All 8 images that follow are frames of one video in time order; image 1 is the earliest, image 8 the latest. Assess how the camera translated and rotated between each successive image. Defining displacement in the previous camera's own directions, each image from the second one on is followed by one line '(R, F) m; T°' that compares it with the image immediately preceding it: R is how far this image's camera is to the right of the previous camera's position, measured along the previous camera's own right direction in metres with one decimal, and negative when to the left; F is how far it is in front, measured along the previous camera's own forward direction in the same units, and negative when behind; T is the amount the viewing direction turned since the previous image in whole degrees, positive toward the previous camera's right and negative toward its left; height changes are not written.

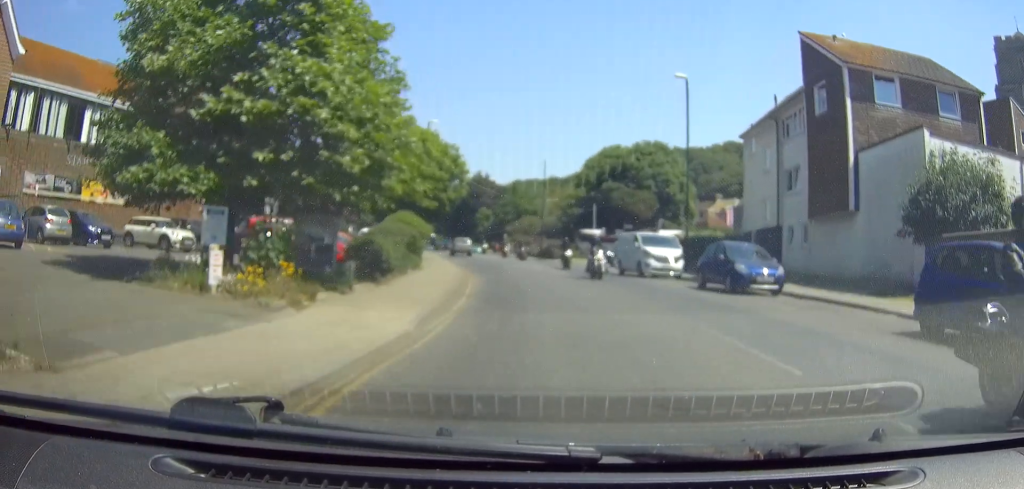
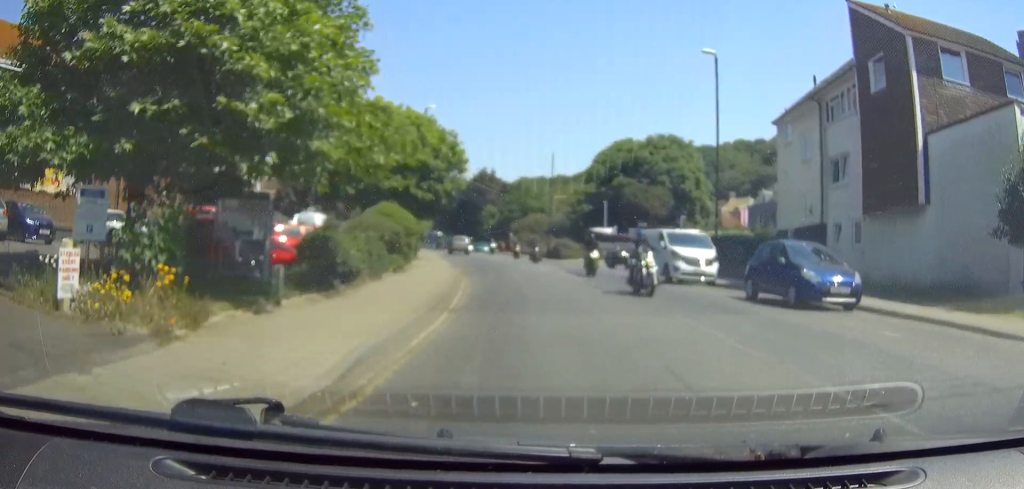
(-0.1, +4.9) m; -1°
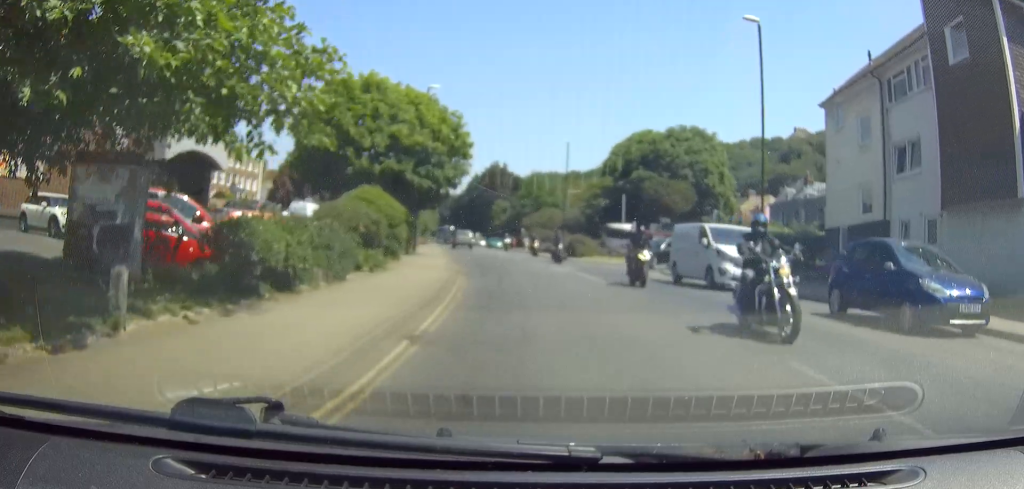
(0.0, +4.9) m; -1°
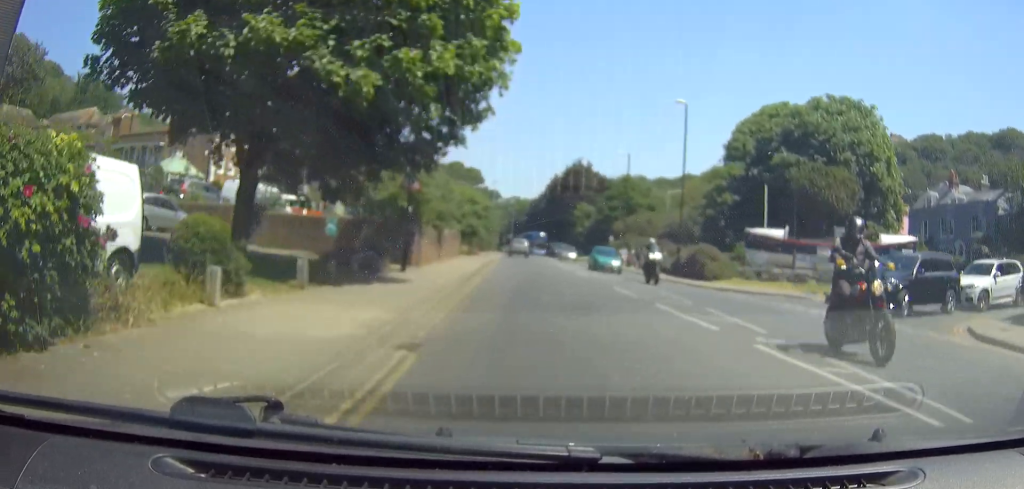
(-1.1, +22.5) m; -5°
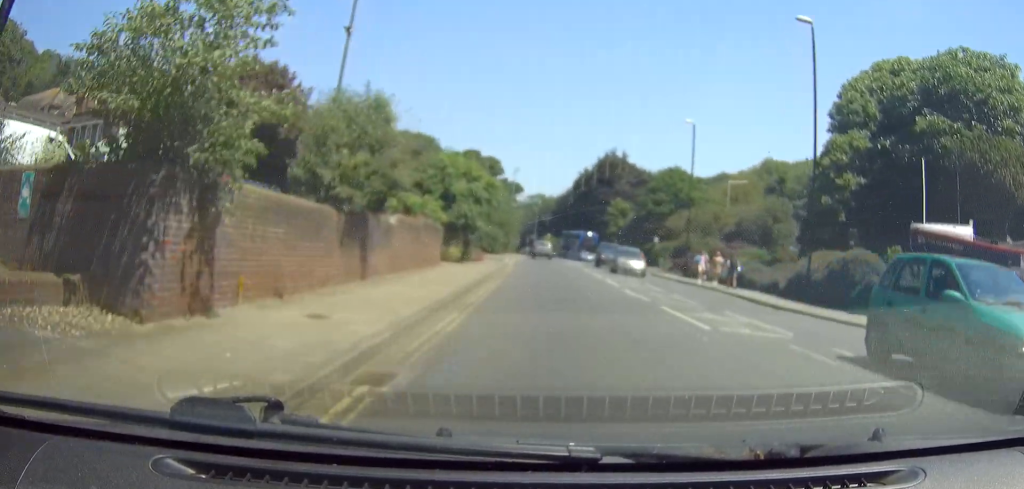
(-0.5, +17.4) m; -3°
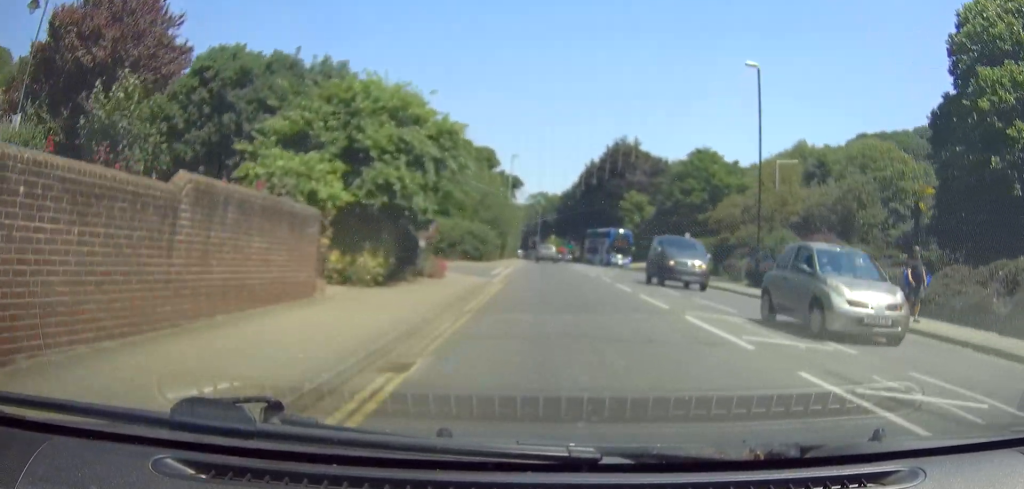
(0.0, +14.5) m; 0°
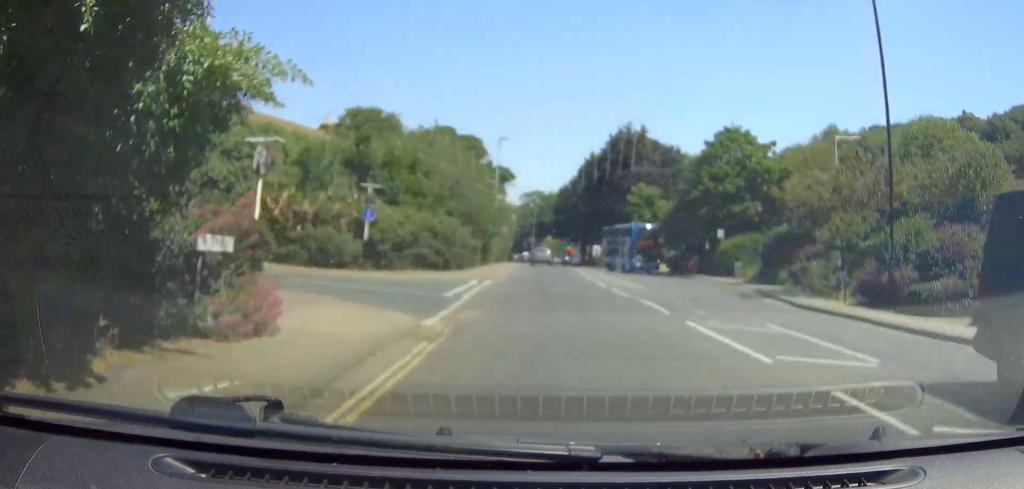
(+0.1, +13.0) m; +1°
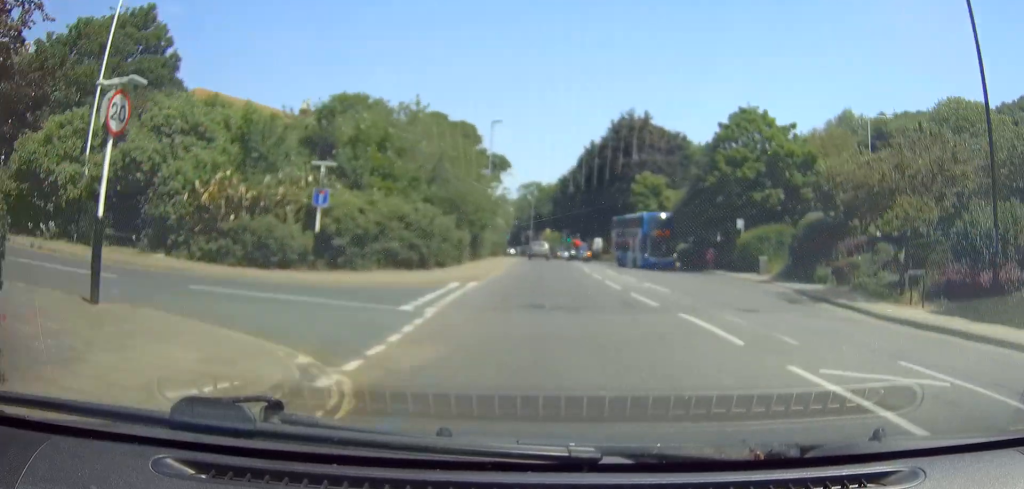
(+0.1, +5.2) m; 0°
